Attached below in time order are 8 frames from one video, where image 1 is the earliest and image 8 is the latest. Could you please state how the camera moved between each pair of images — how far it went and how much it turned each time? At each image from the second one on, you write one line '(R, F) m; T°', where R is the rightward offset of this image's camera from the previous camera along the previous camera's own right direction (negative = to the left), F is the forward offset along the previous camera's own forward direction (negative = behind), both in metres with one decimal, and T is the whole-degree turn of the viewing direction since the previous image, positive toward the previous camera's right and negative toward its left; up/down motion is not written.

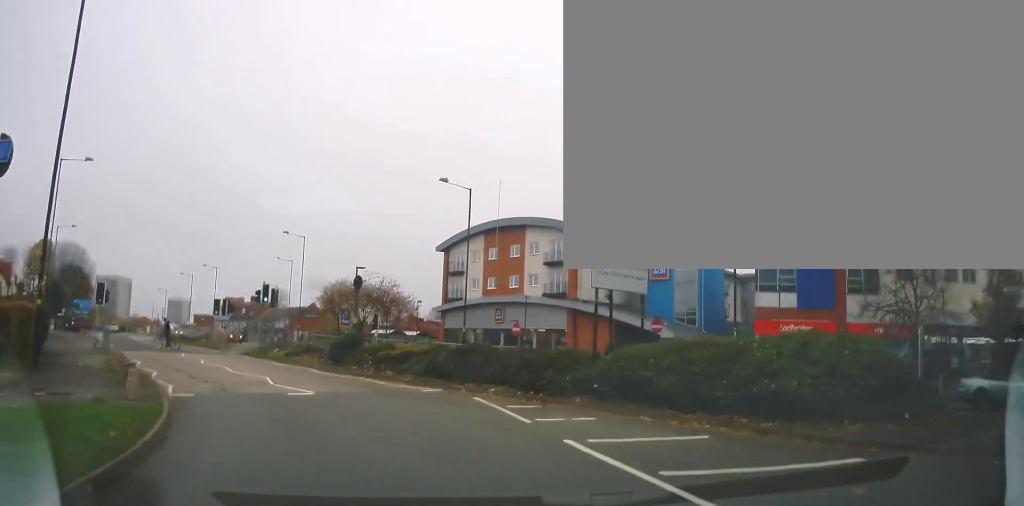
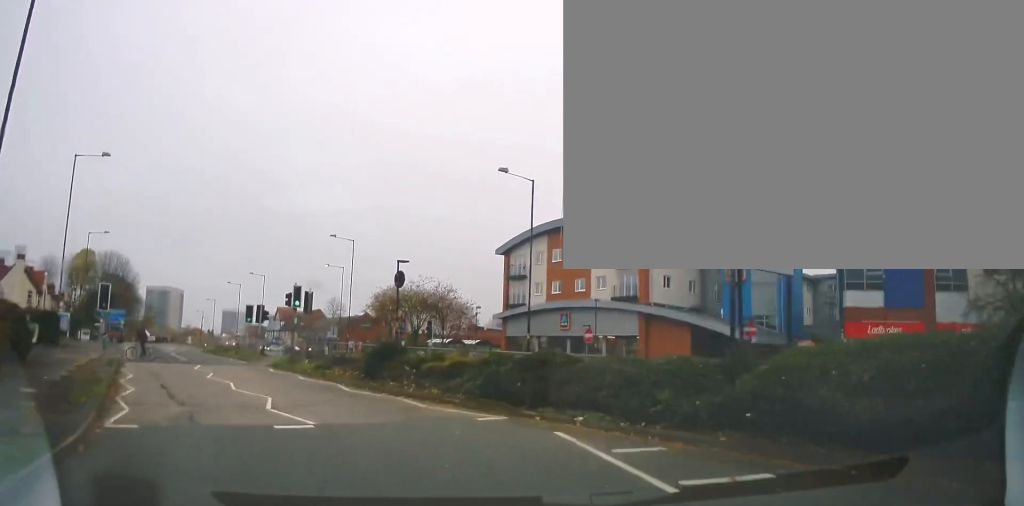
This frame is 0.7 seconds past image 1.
(+0.1, +4.5) m; -6°
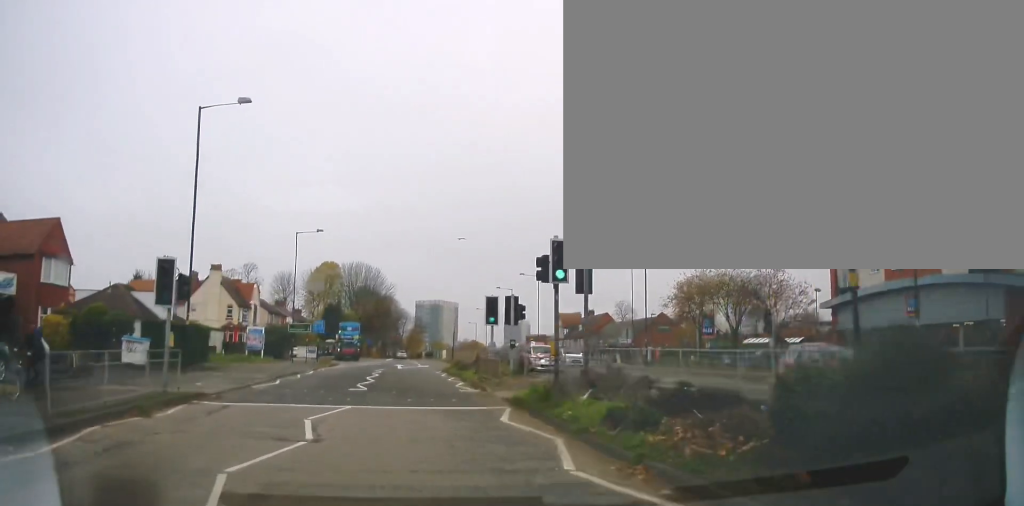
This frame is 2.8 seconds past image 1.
(-3.5, +13.3) m; -26°
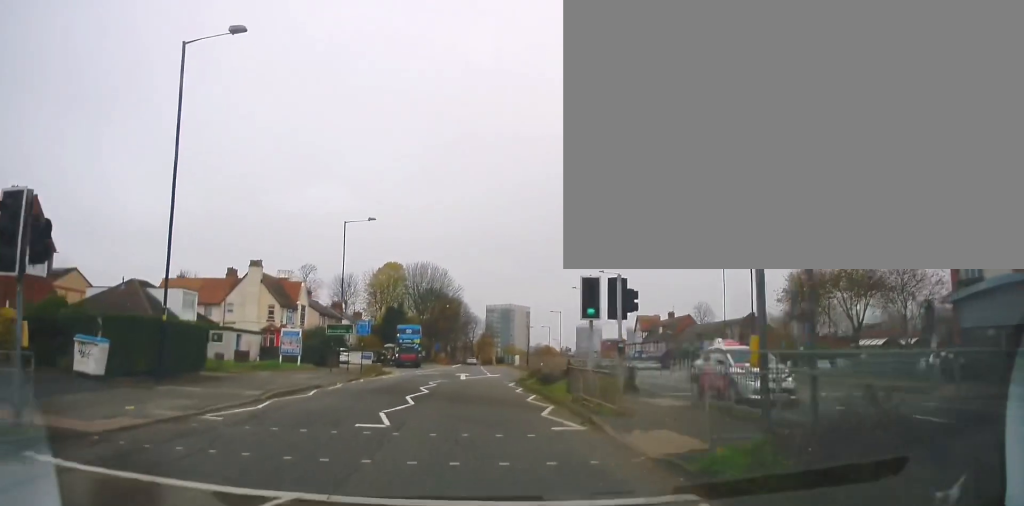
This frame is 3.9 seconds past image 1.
(-0.7, +7.6) m; -6°
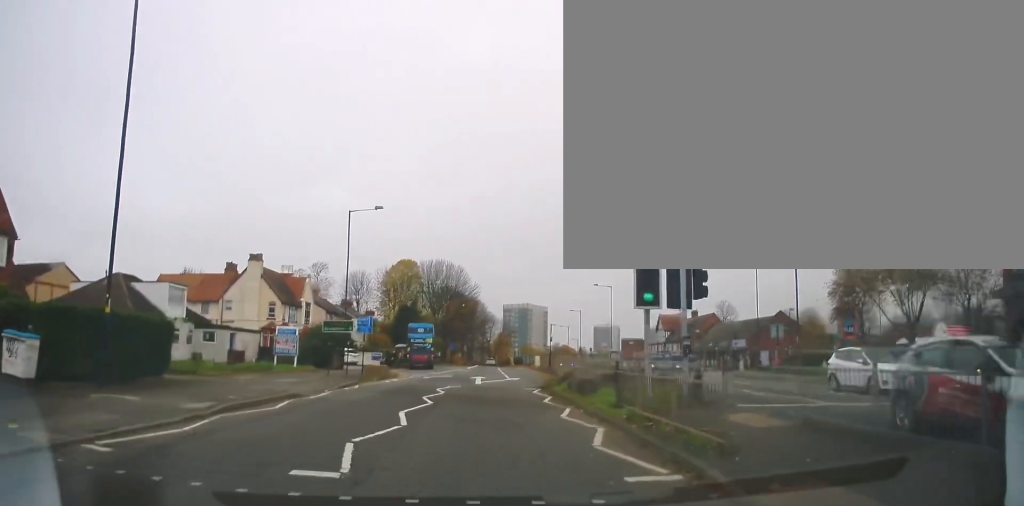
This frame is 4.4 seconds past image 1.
(+0.1, +4.0) m; -2°
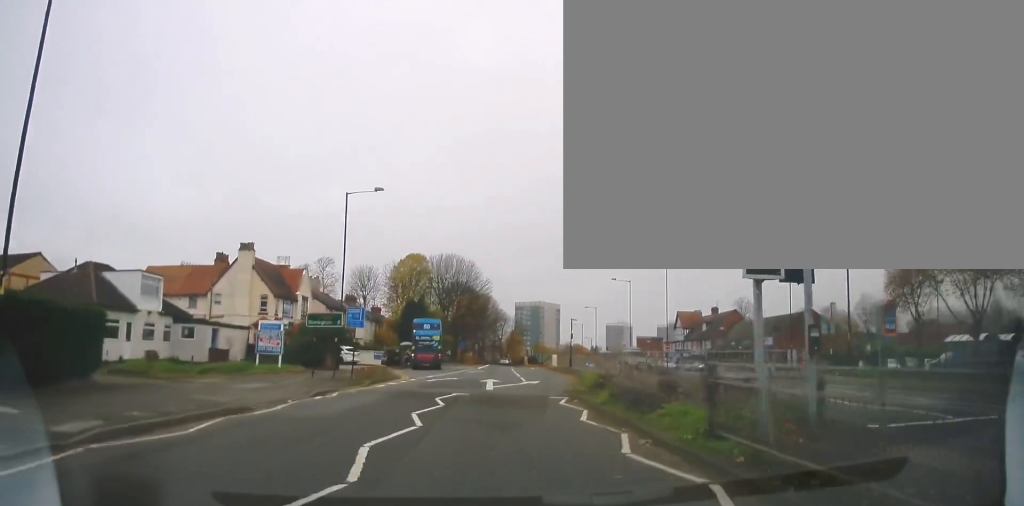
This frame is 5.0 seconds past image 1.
(-0.2, +4.6) m; -2°
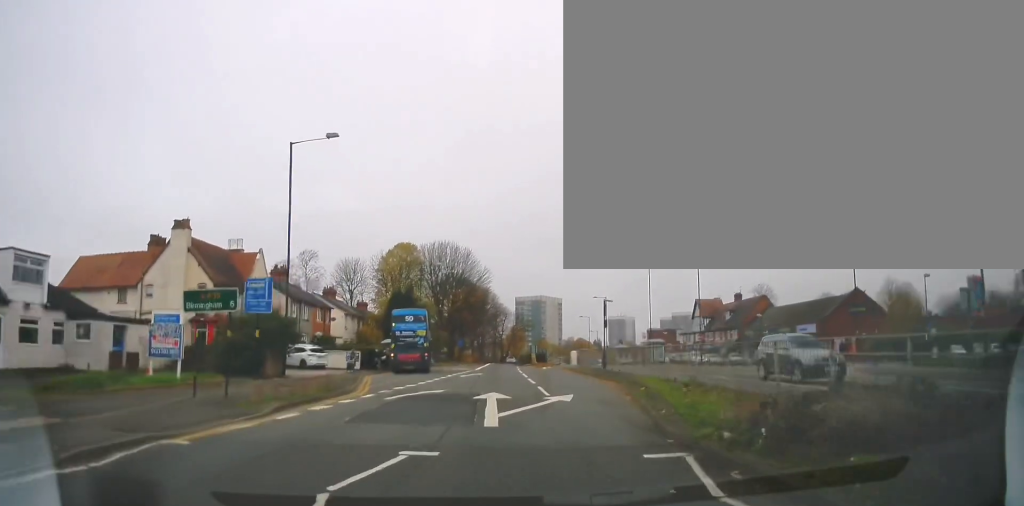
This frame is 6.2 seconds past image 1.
(-0.2, +10.5) m; -1°
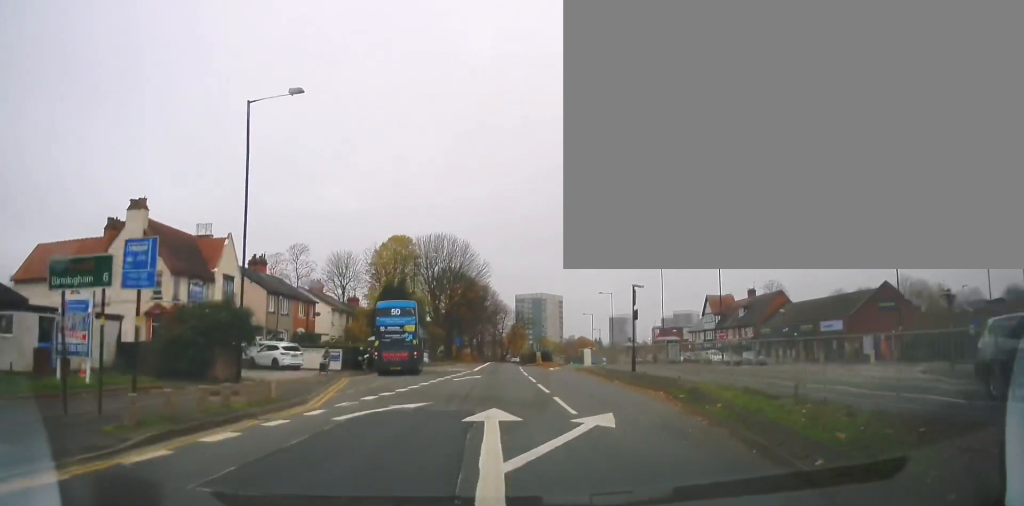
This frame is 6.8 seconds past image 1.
(0.0, +5.6) m; 0°
